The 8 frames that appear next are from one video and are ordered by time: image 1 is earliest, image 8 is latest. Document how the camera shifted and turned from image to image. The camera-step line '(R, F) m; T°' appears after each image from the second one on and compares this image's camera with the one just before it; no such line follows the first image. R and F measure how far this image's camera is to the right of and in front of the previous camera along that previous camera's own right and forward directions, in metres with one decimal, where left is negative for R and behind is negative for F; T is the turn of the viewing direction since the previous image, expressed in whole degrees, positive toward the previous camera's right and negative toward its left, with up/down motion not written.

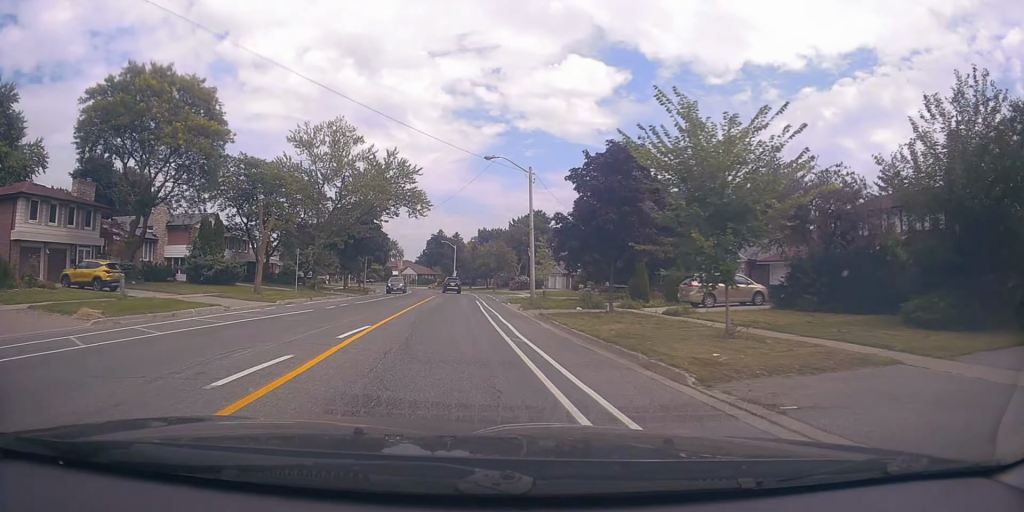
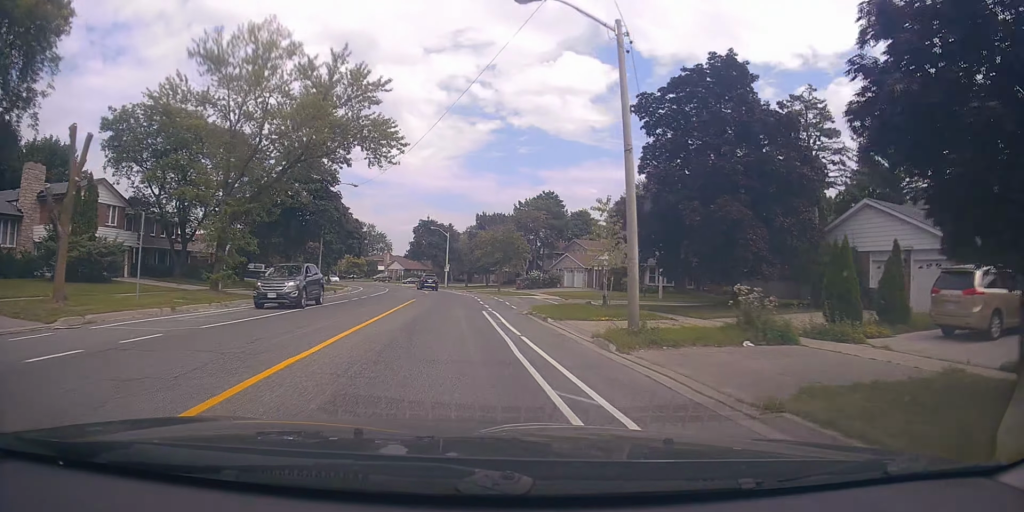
(-0.4, +17.9) m; -2°
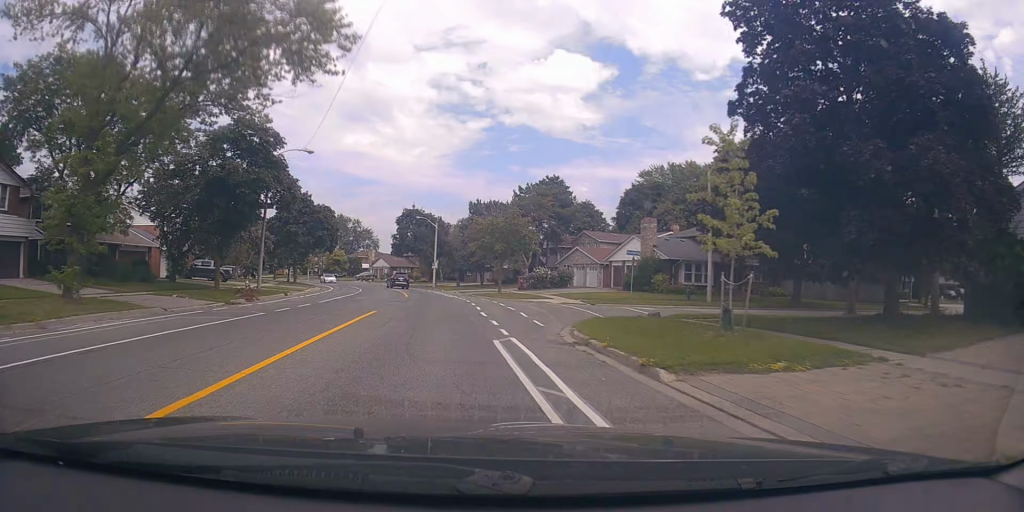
(0.0, +11.4) m; +1°
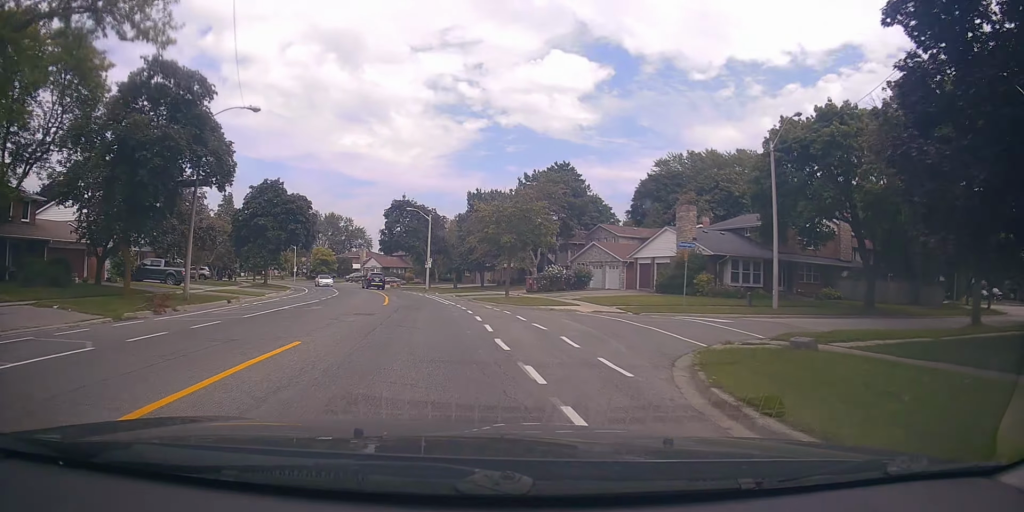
(+0.1, +9.0) m; +2°
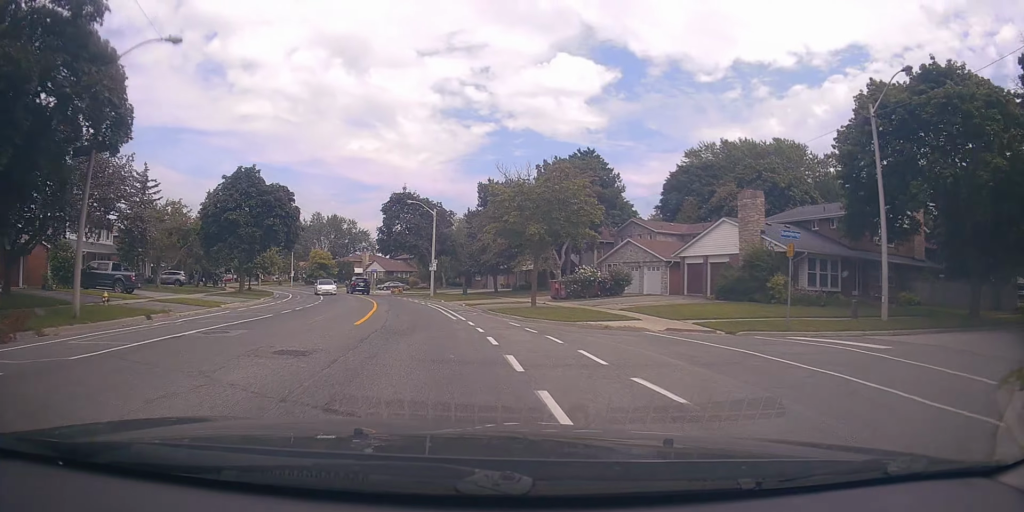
(+0.2, +8.4) m; +1°
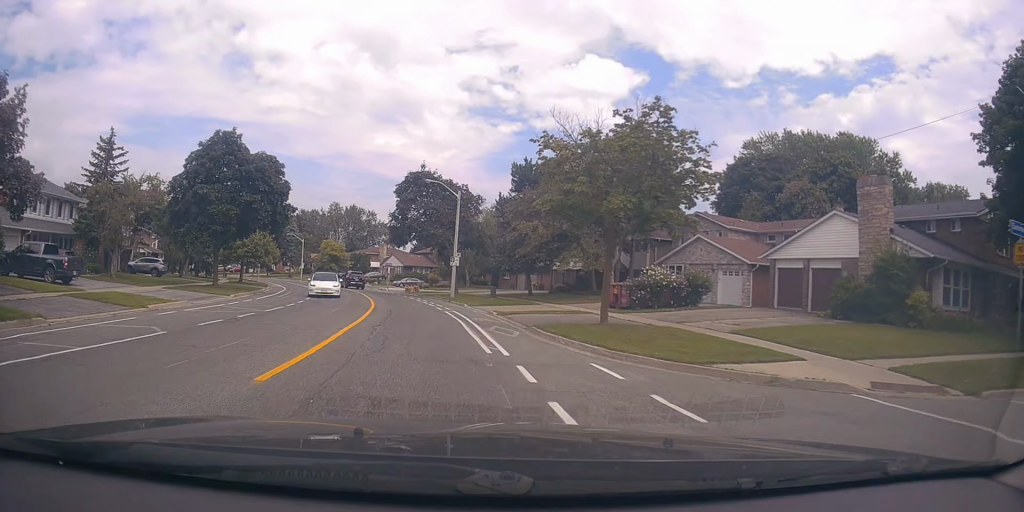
(+0.1, +9.2) m; 0°
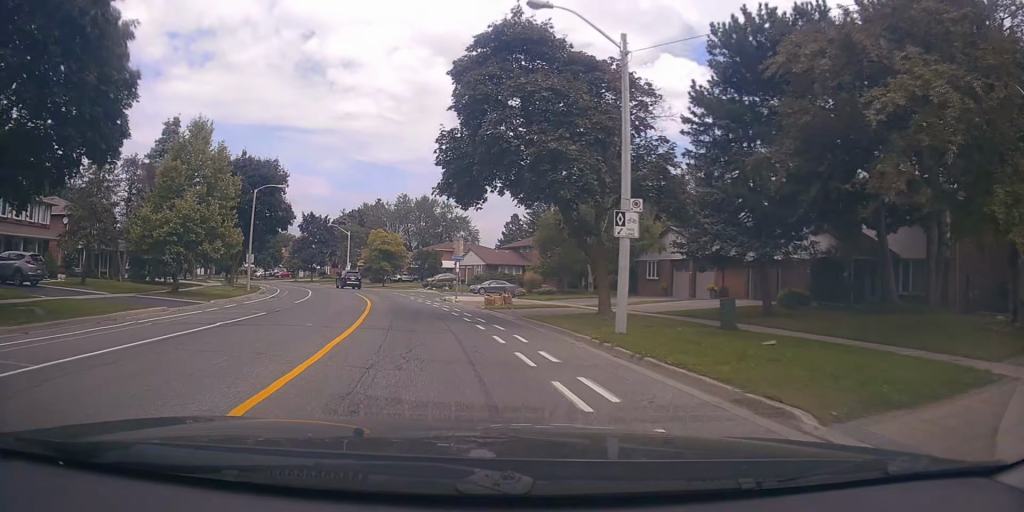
(-2.1, +26.3) m; -11°
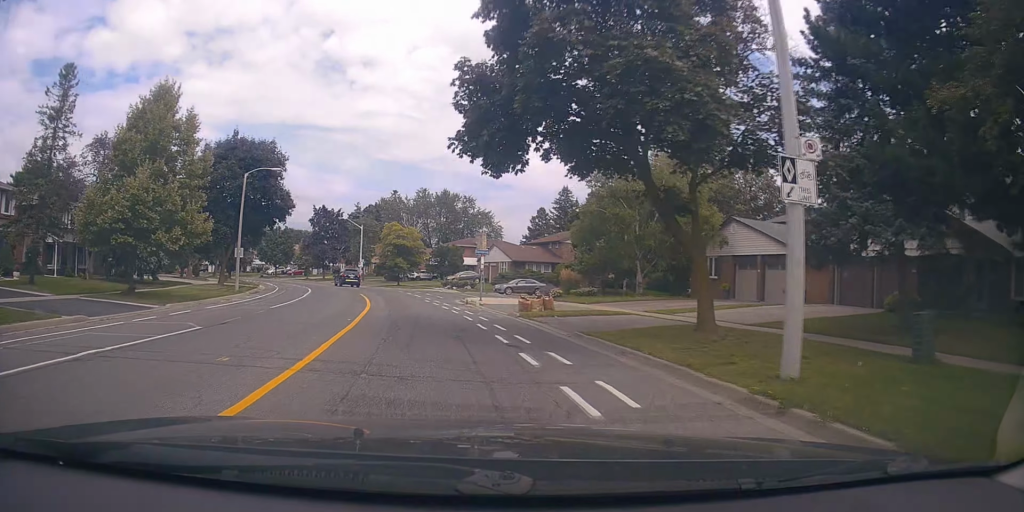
(-0.3, +6.4) m; -3°
